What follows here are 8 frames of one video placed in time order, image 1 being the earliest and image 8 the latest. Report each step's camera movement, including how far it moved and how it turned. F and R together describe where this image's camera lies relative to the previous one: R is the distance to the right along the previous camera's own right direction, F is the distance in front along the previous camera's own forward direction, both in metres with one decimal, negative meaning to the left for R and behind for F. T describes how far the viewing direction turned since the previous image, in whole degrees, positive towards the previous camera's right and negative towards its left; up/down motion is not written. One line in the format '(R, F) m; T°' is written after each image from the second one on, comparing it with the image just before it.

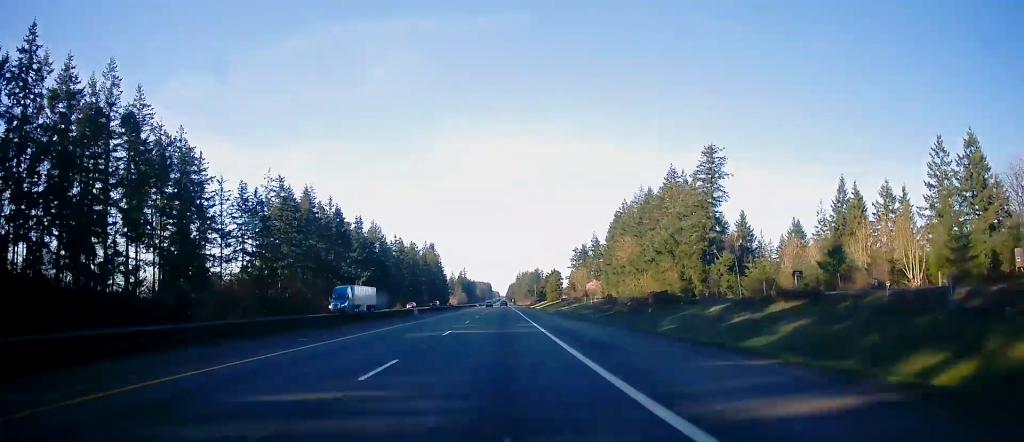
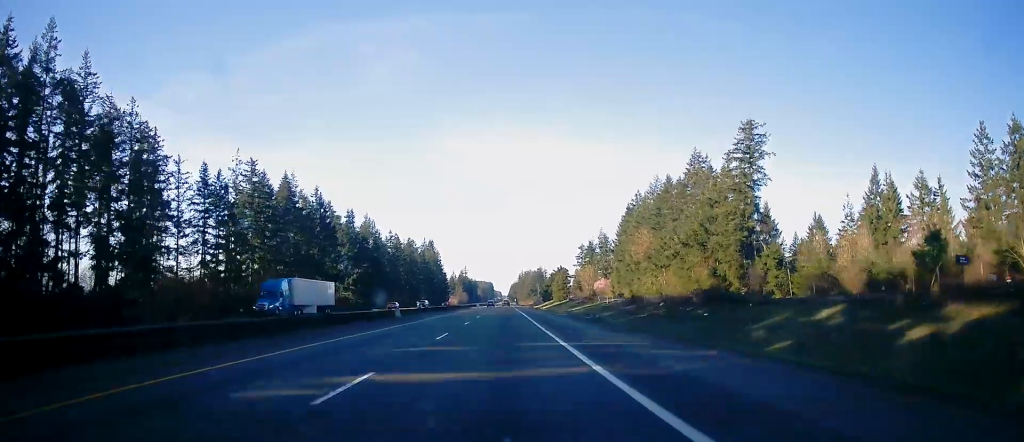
(0.0, +14.5) m; 0°
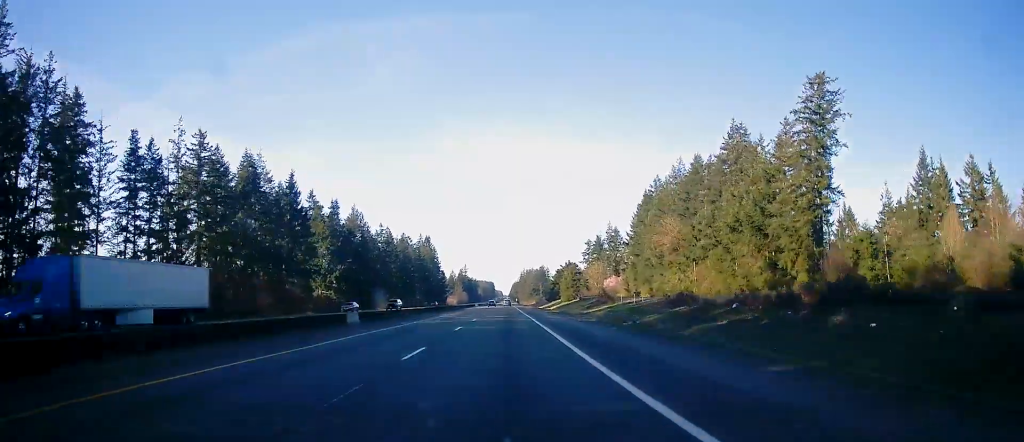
(0.0, +19.1) m; 0°
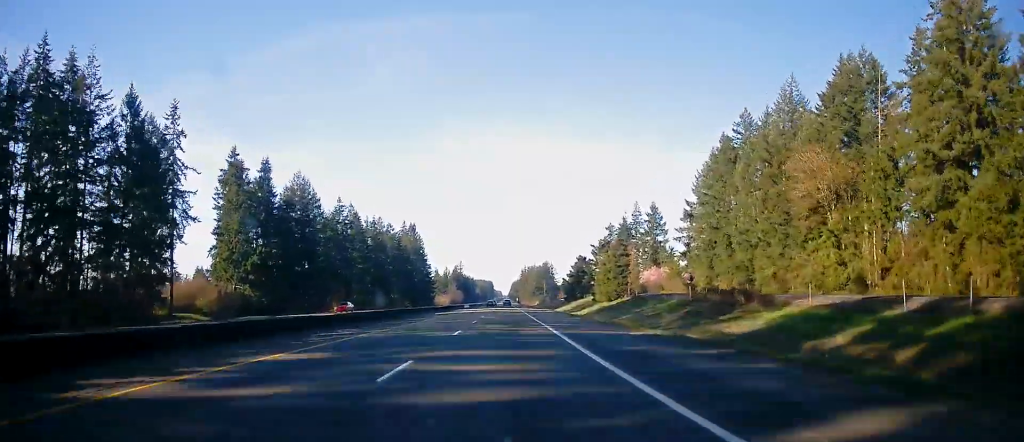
(0.0, +53.7) m; 0°
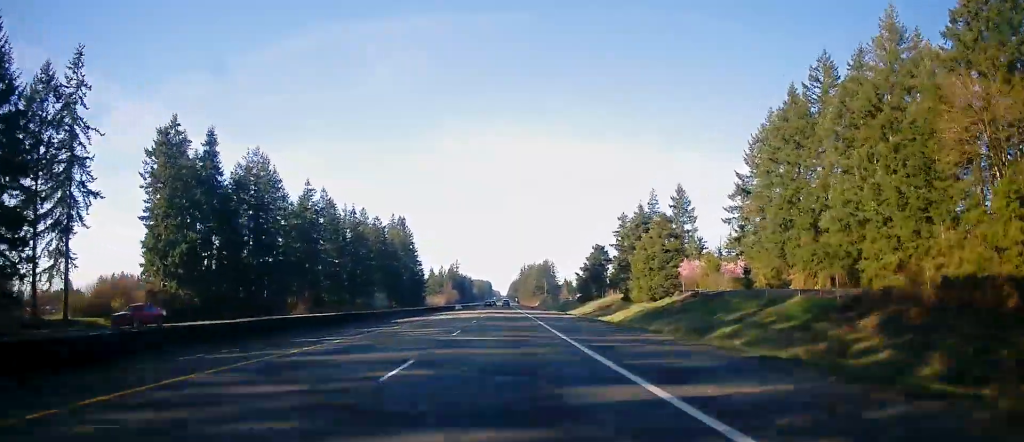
(0.0, +24.5) m; 0°
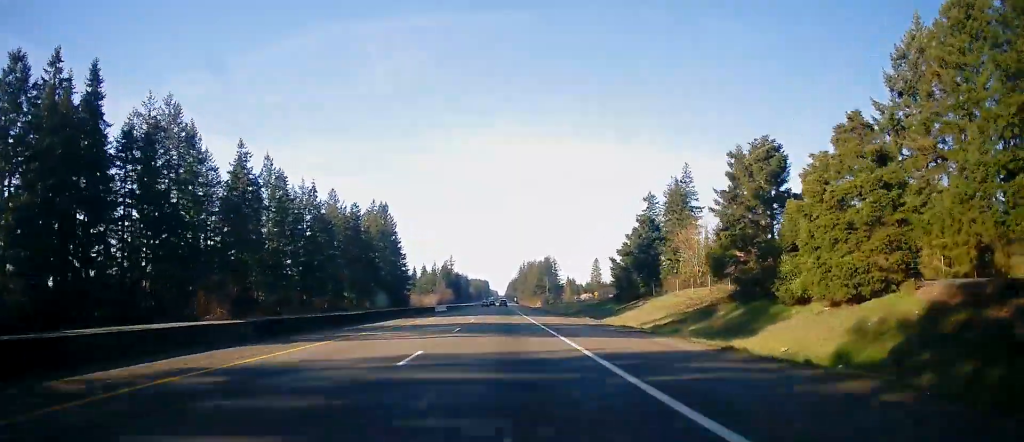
(0.0, +34.6) m; 0°
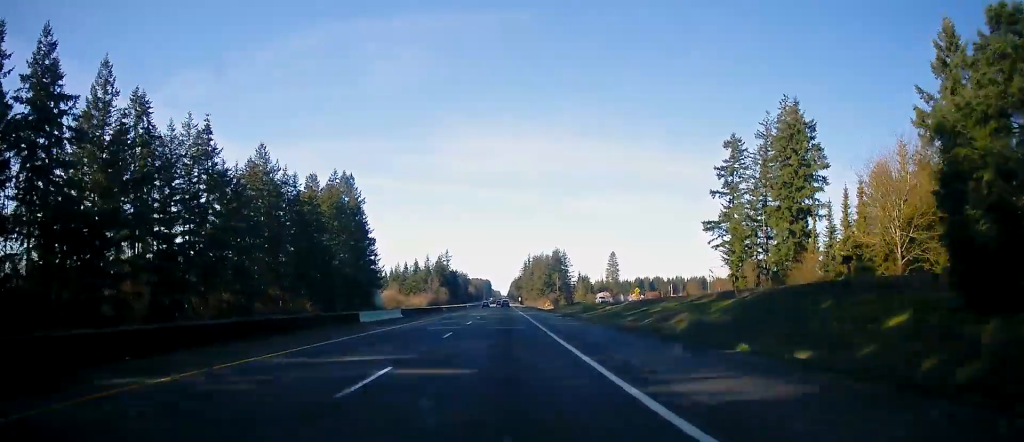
(-0.3, +52.3) m; 0°
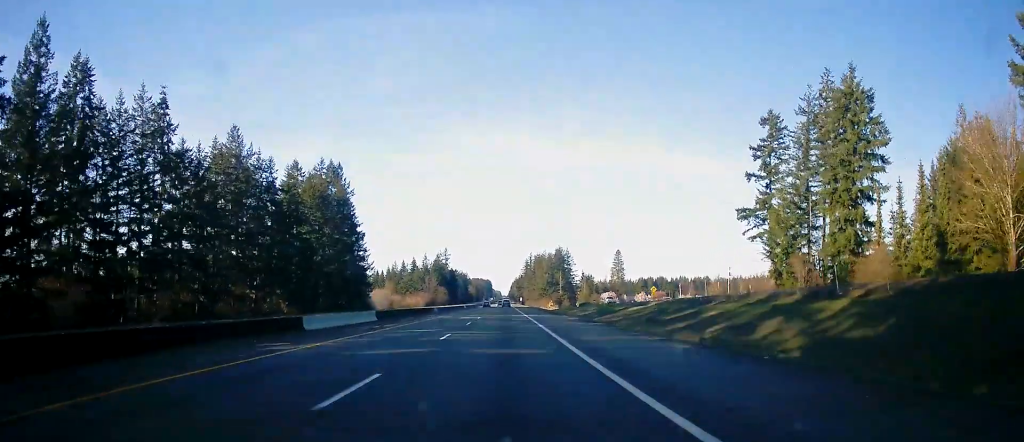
(0.0, +13.4) m; 0°
